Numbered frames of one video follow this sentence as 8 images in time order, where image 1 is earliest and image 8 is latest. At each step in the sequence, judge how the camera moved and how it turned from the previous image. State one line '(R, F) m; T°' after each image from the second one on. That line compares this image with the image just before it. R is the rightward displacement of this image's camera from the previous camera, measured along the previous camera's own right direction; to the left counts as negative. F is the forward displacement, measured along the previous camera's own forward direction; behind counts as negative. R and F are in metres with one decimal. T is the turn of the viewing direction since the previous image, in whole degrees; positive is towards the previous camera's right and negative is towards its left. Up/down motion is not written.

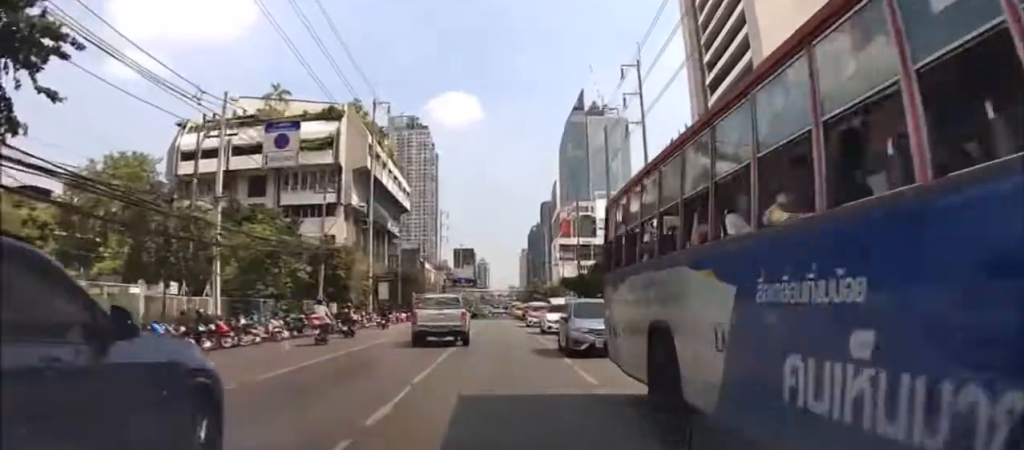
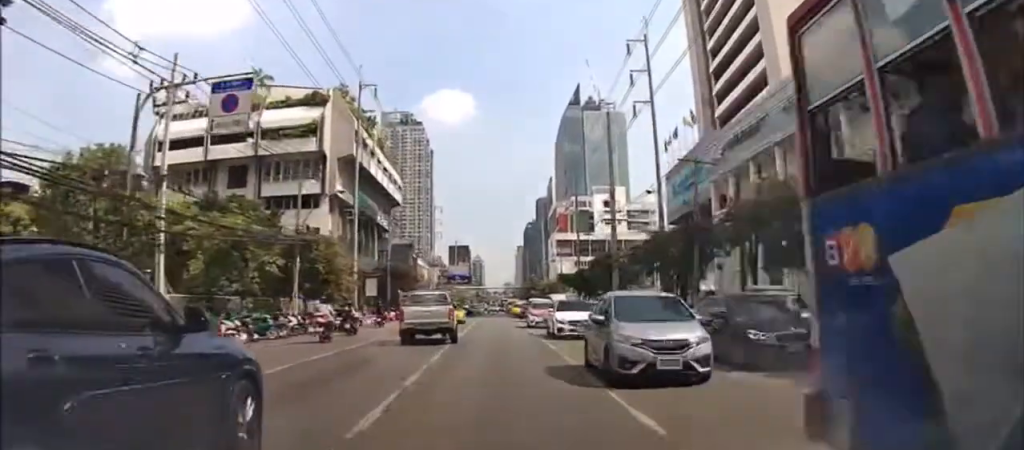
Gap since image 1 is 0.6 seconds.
(0.0, +5.0) m; -1°
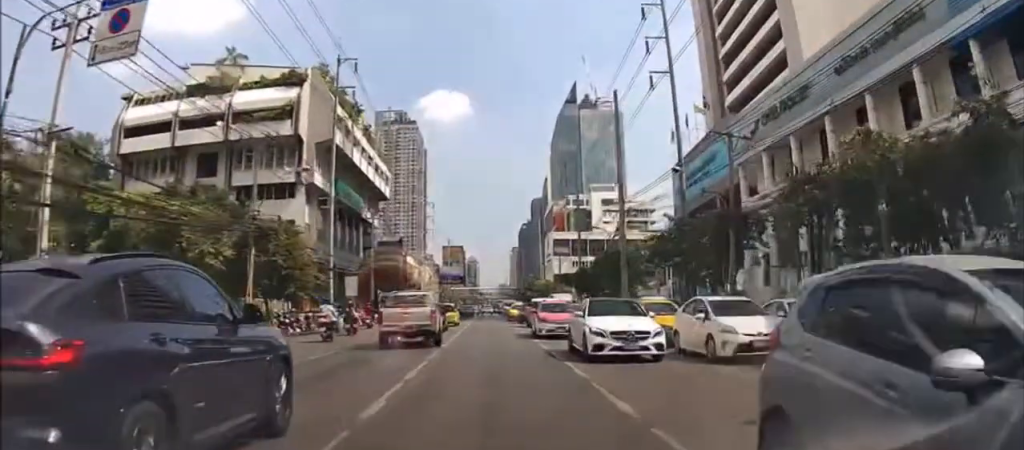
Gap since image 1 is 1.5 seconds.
(-0.1, +6.8) m; -1°
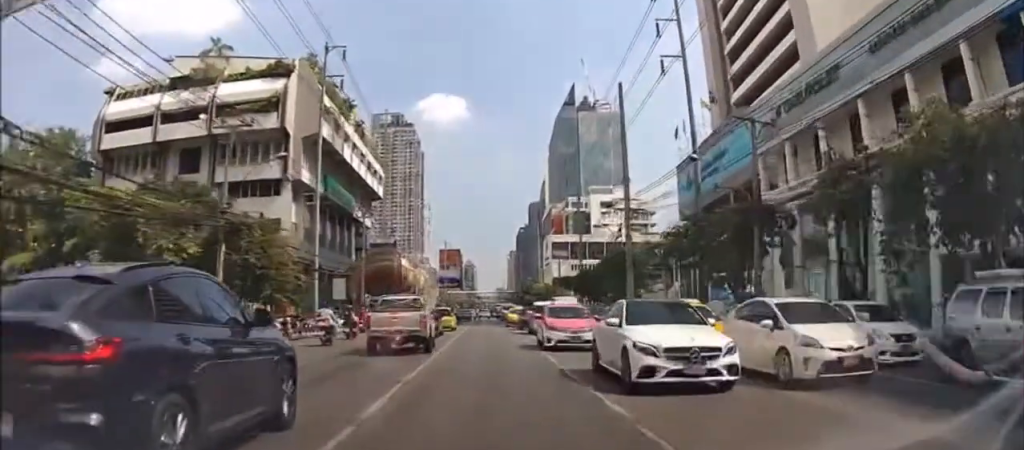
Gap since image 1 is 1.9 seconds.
(0.0, +3.9) m; 0°
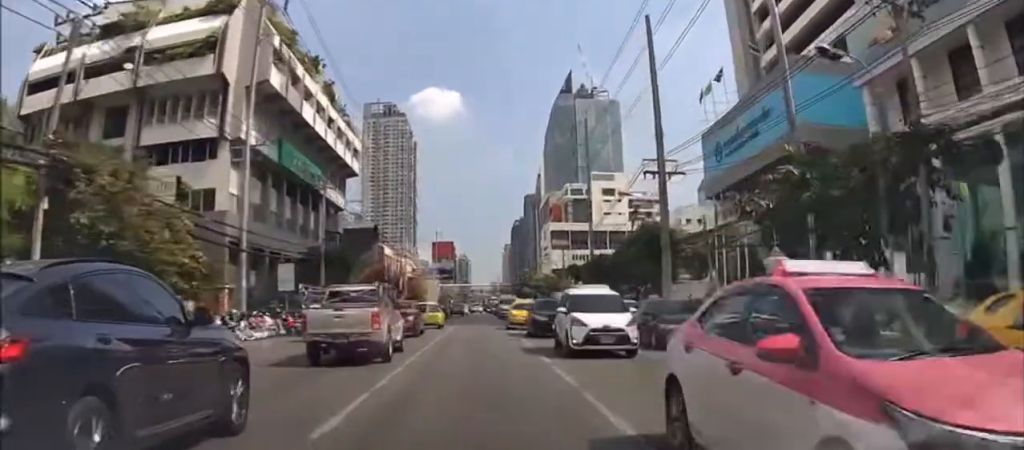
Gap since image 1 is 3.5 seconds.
(0.0, +13.1) m; -1°
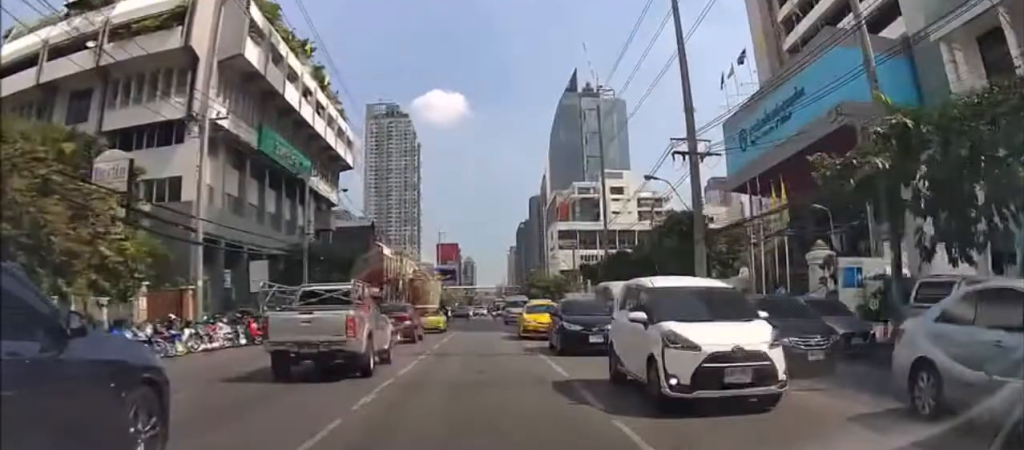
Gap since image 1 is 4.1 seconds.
(0.0, +5.9) m; -1°
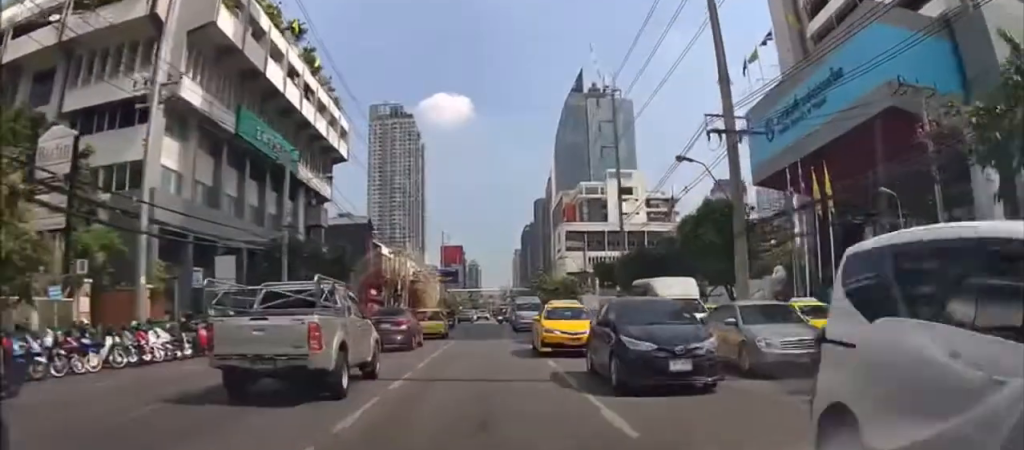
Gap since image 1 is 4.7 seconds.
(-0.1, +4.7) m; -1°
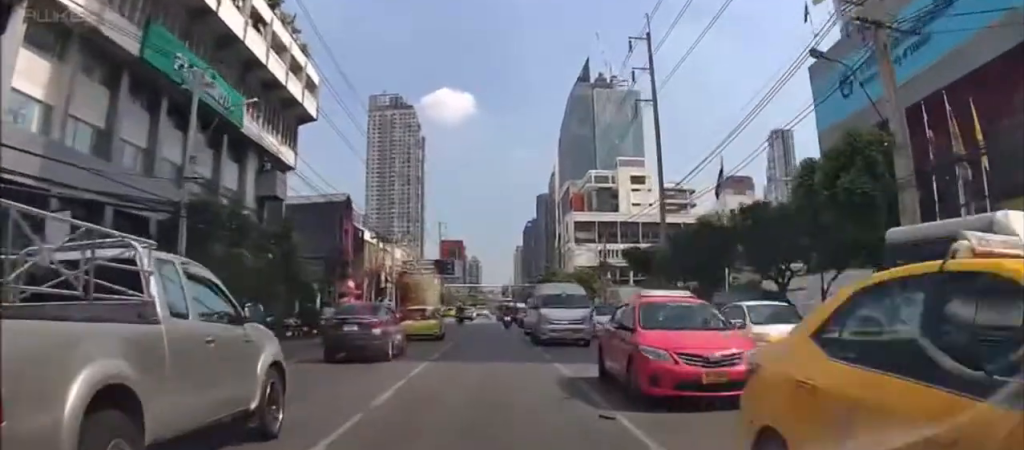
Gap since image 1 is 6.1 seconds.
(0.0, +13.2) m; 0°
